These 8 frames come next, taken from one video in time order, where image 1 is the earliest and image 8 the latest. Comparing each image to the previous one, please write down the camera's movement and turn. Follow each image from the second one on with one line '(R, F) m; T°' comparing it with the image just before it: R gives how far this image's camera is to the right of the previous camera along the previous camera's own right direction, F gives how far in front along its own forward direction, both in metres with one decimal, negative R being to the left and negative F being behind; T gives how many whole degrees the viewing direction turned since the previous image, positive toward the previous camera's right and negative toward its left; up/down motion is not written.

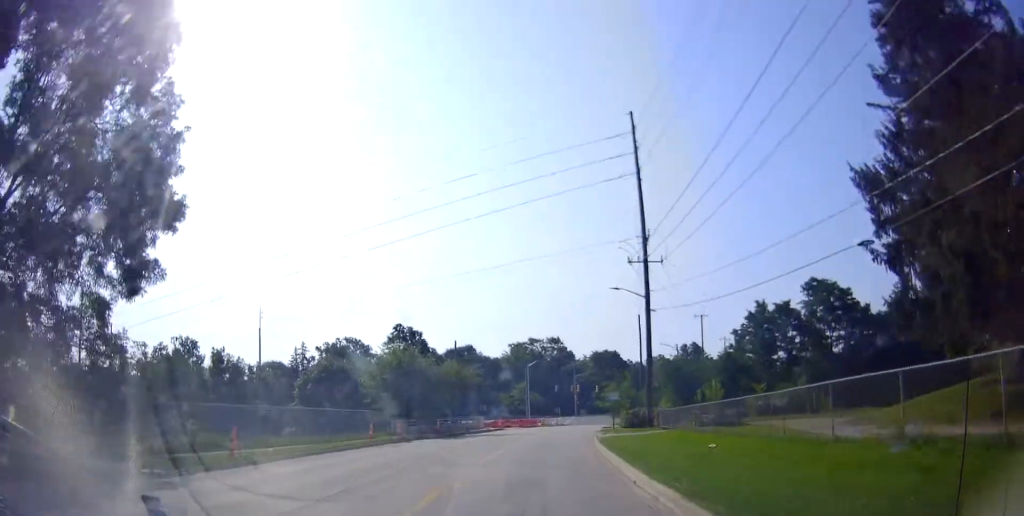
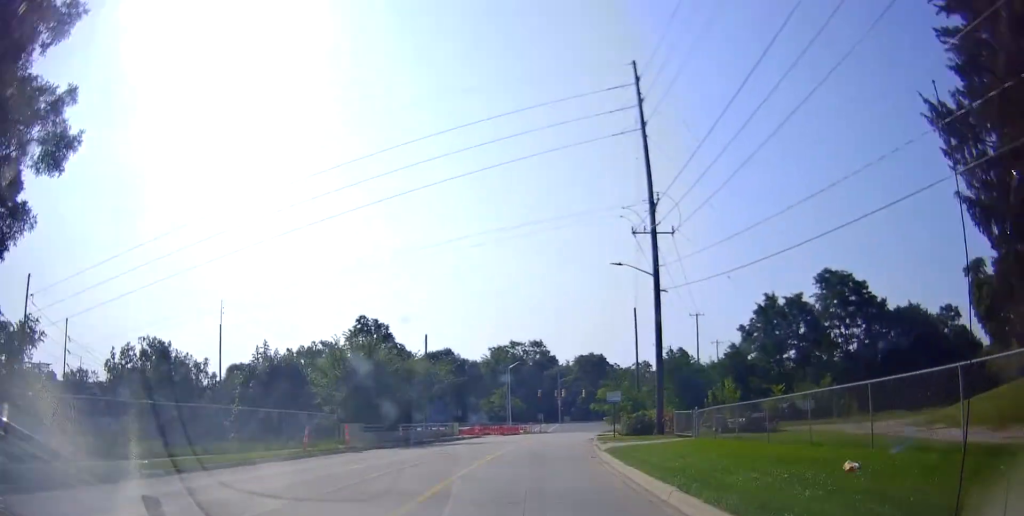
(+0.2, +7.6) m; +2°
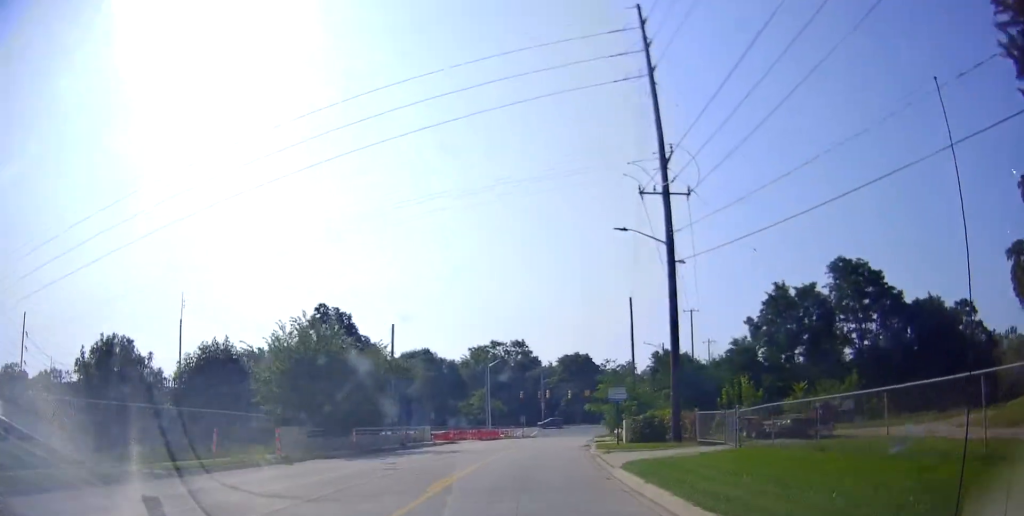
(+0.1, +6.6) m; +1°
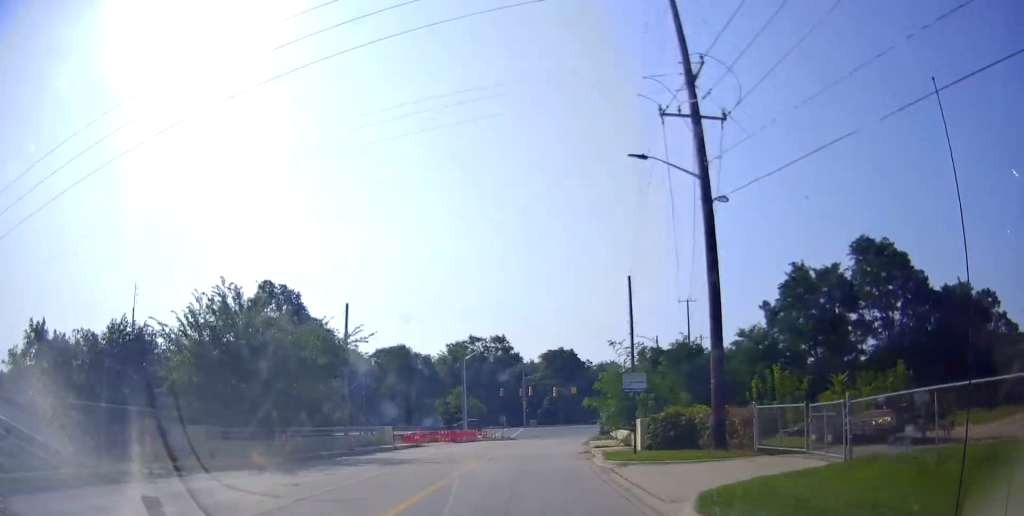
(0.0, +7.6) m; +2°
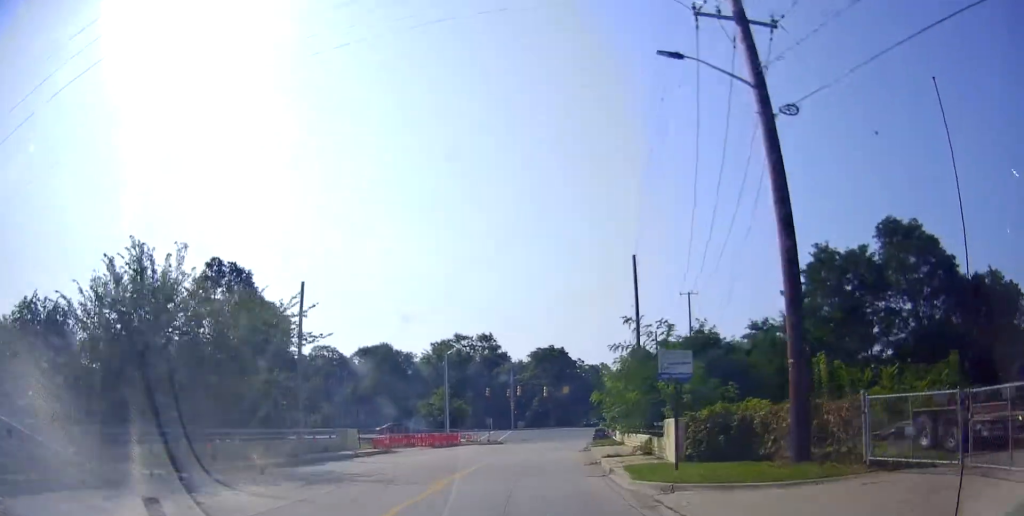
(+0.1, +6.1) m; +2°
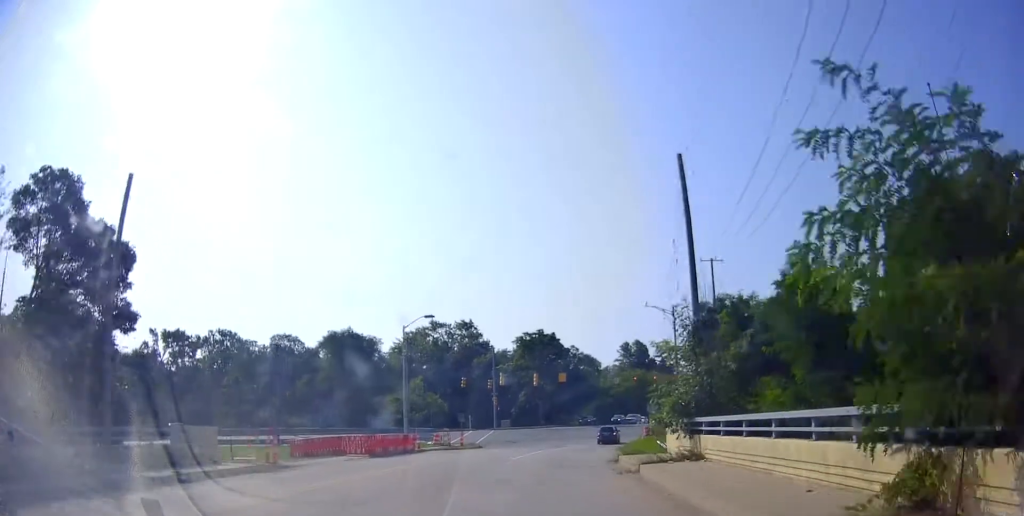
(+0.8, +14.9) m; +3°
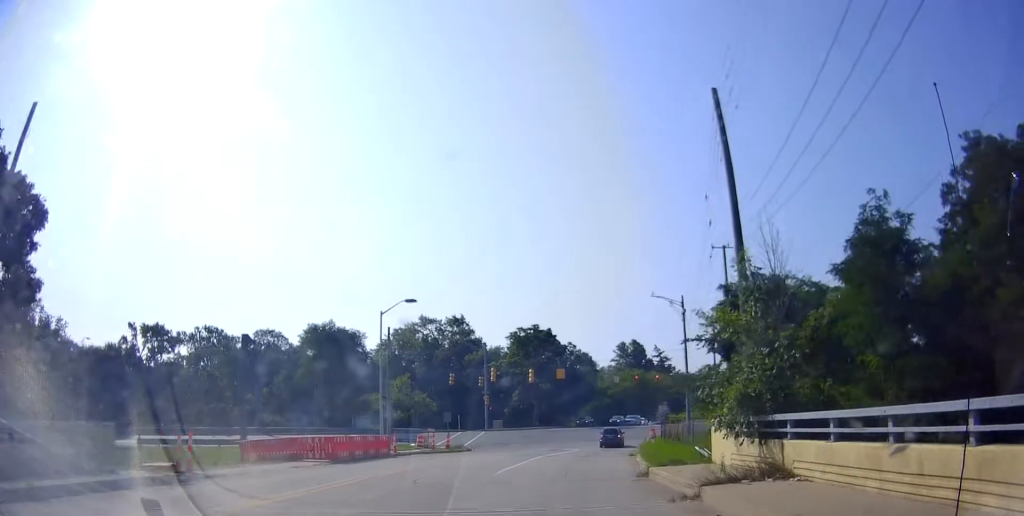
(+0.2, +5.6) m; 0°
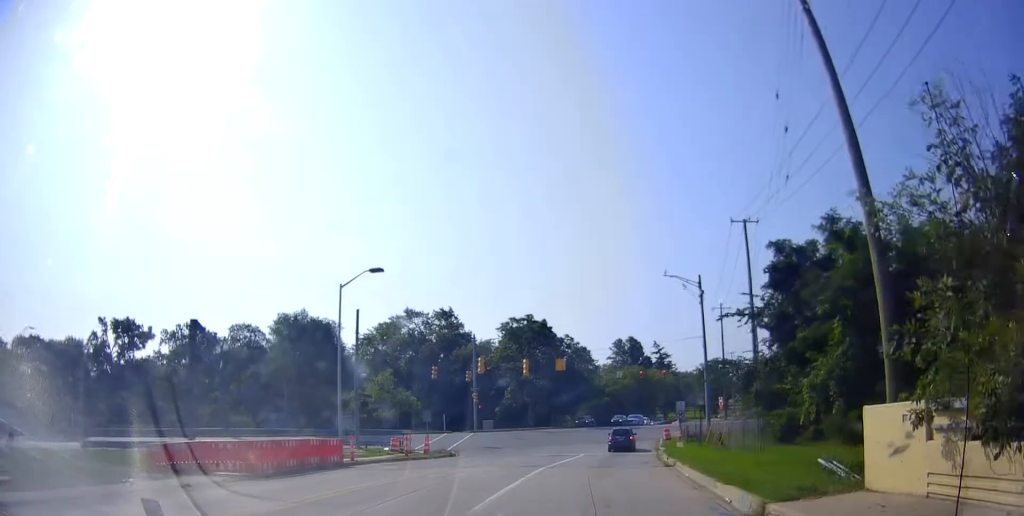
(-0.3, +7.7) m; -2°
